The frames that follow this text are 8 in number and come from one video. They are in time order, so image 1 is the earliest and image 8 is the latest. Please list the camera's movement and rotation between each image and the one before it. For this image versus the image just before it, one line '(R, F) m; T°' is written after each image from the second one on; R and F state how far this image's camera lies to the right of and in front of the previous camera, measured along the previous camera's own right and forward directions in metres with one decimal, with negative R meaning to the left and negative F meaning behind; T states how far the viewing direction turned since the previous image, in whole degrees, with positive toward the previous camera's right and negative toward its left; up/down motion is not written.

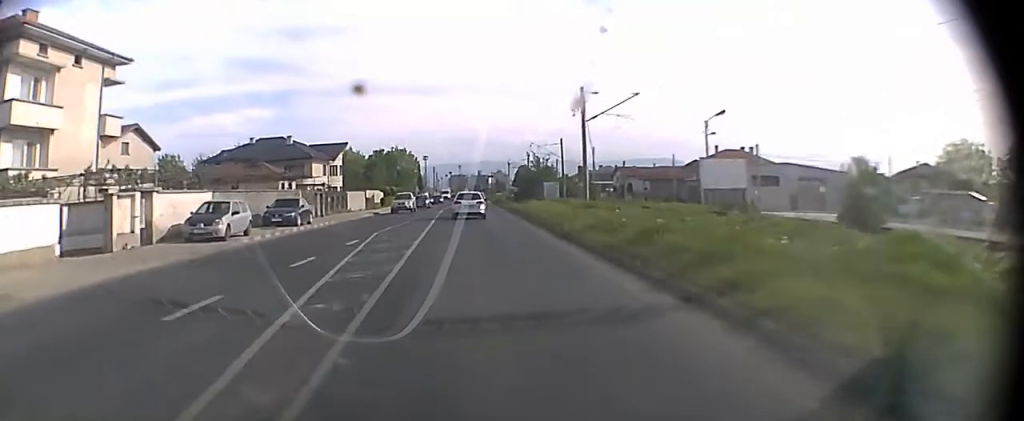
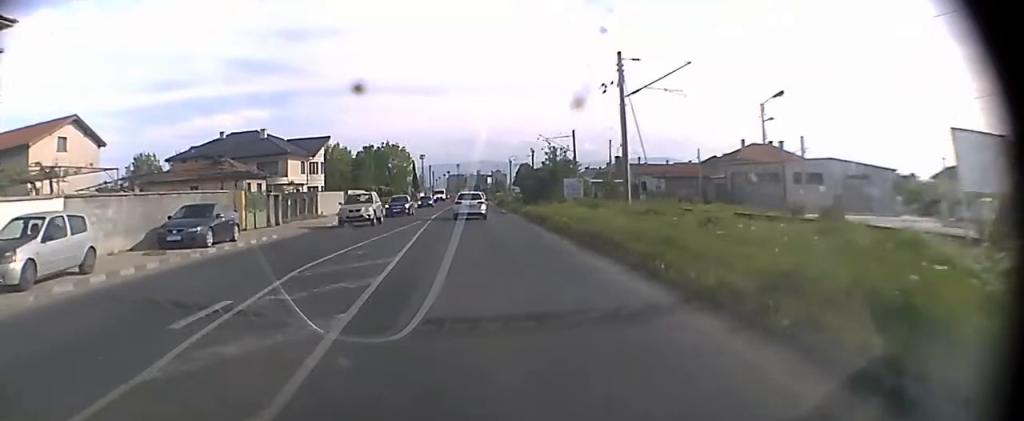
(0.0, +12.1) m; 0°
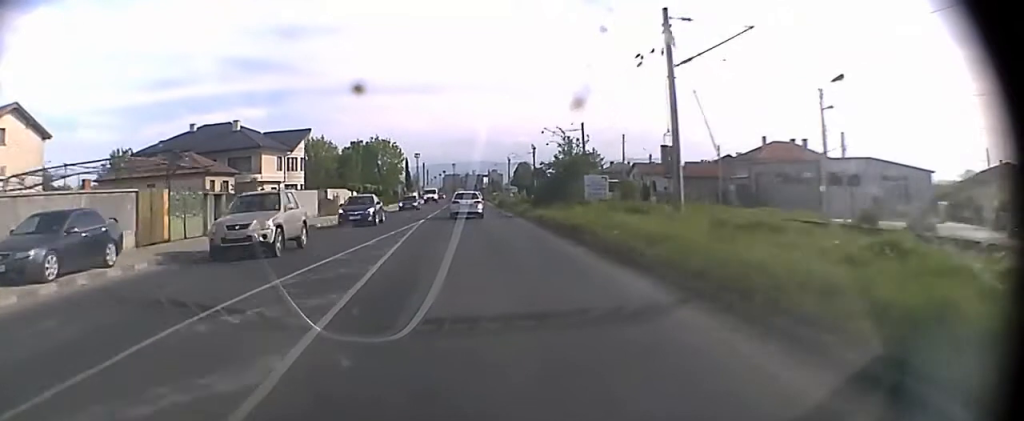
(0.0, +9.1) m; 0°
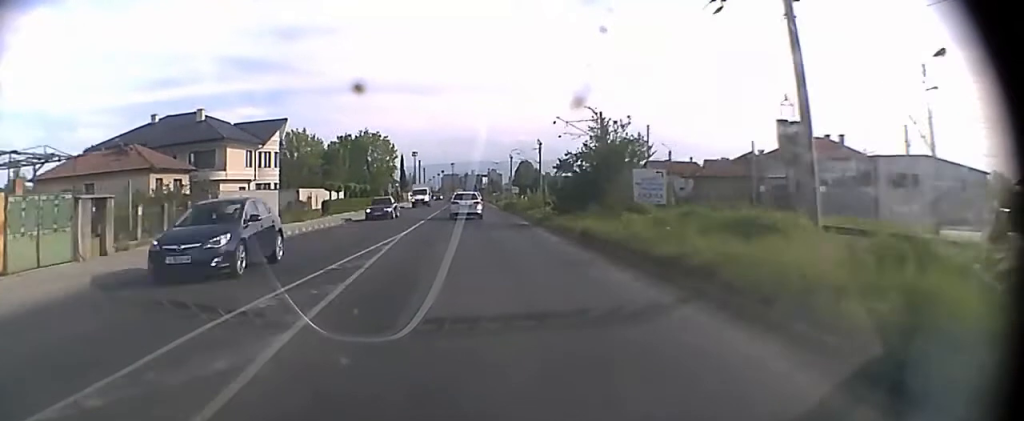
(0.0, +10.6) m; 0°
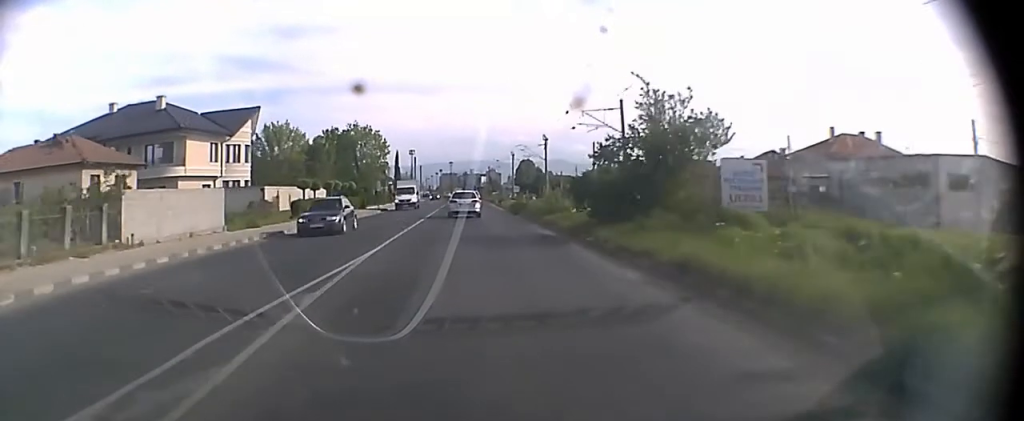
(0.0, +9.1) m; 0°
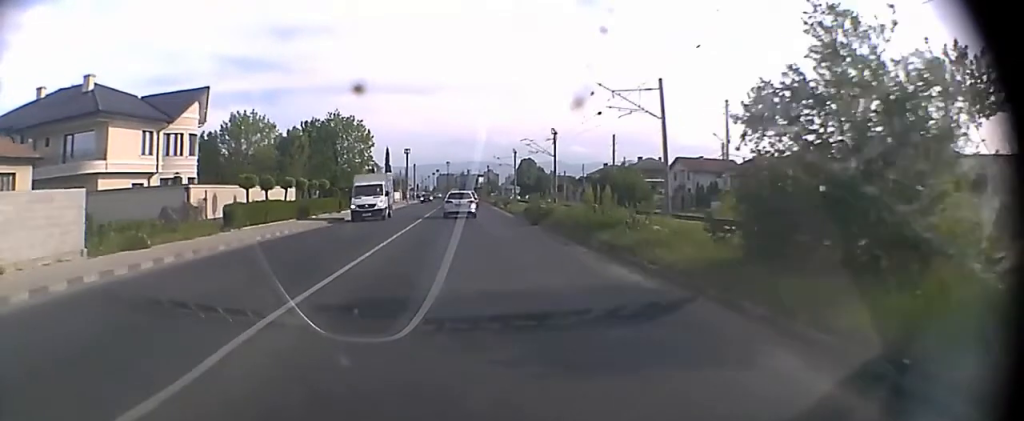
(0.0, +12.1) m; 0°
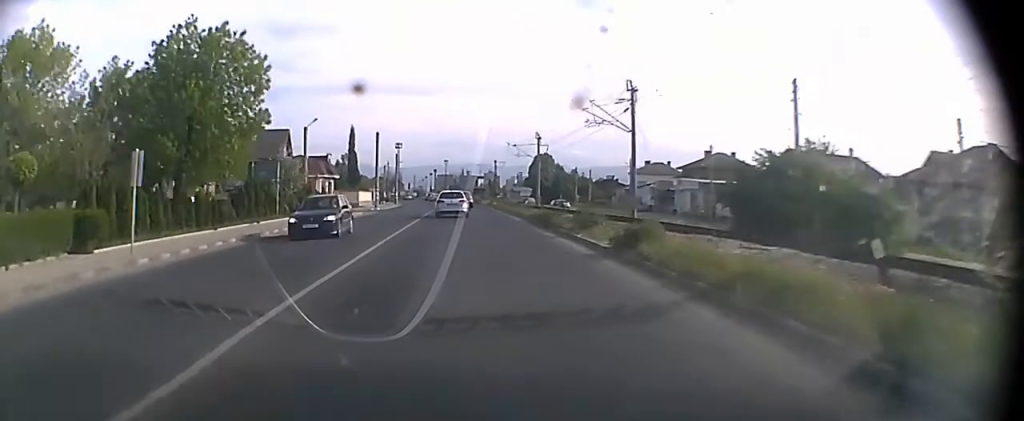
(+0.1, +39.5) m; 0°
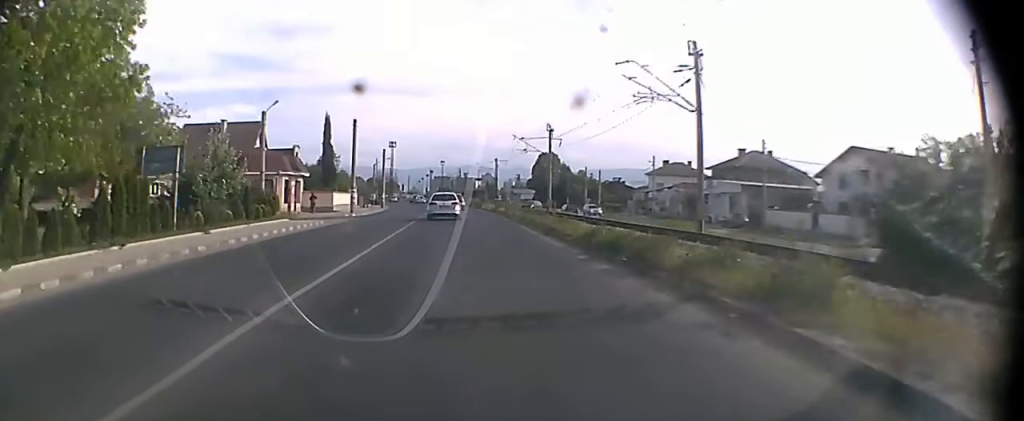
(0.0, +13.9) m; 0°
